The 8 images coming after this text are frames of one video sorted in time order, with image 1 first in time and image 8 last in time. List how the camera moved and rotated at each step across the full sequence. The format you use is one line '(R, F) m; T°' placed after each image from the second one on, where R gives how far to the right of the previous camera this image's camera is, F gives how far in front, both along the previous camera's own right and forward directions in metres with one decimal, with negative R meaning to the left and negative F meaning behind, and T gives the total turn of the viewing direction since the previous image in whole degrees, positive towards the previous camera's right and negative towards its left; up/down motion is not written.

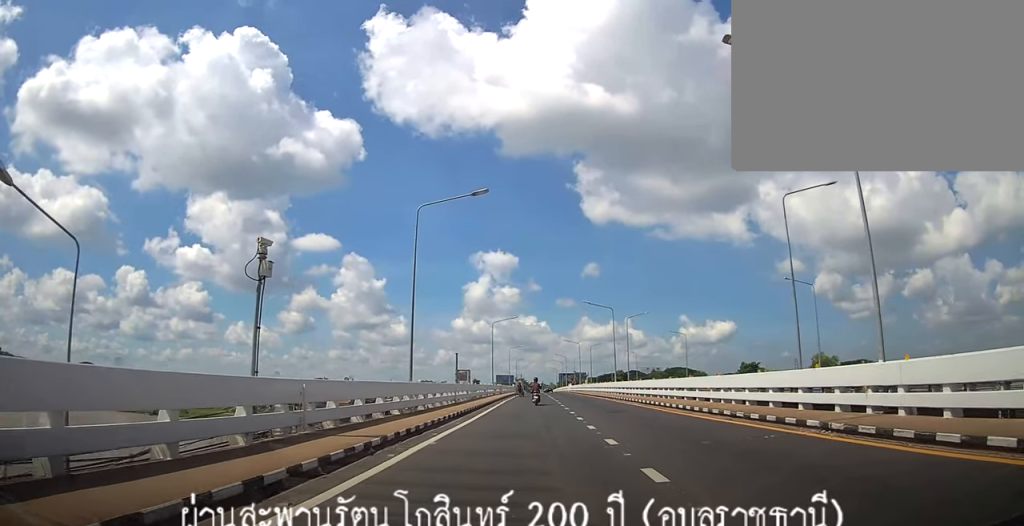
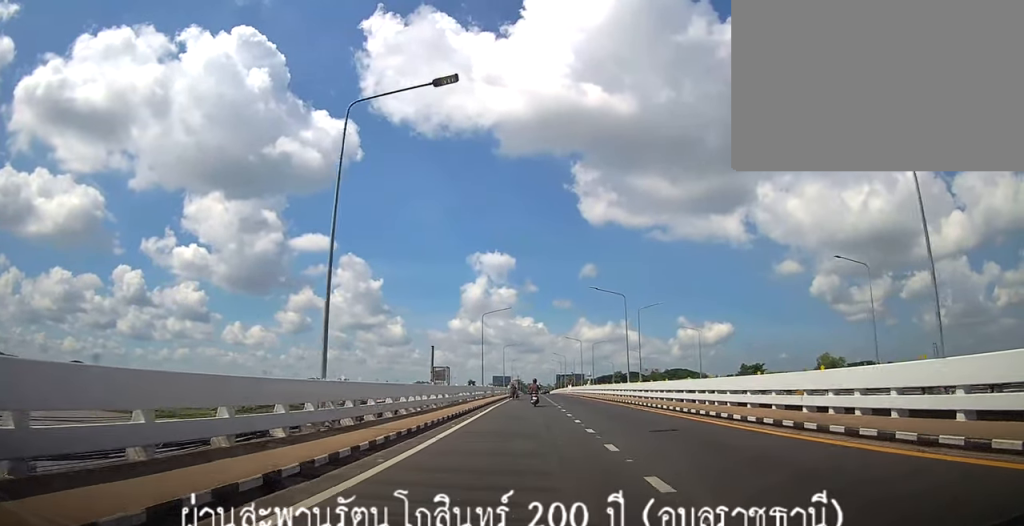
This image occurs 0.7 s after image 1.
(0.0, +8.5) m; 0°
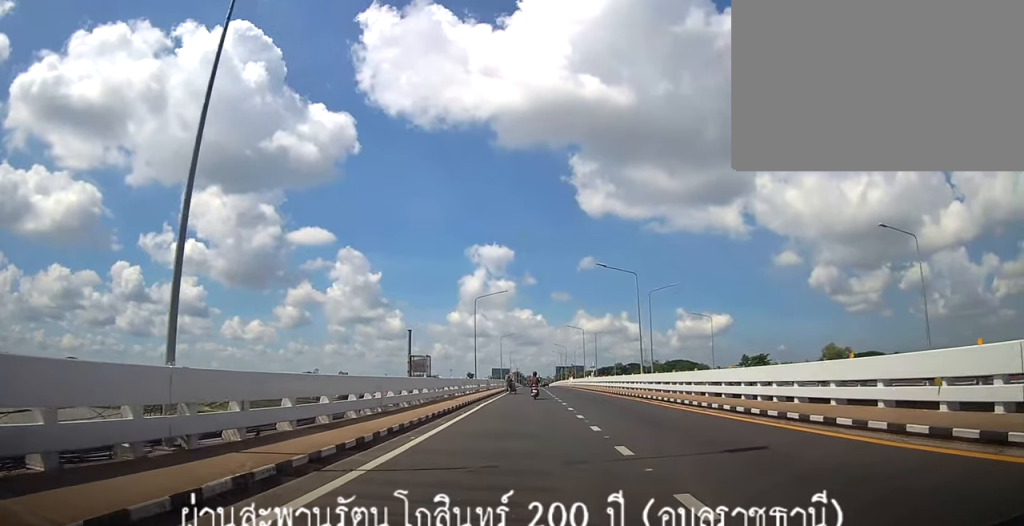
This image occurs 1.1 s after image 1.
(0.0, +5.6) m; +1°
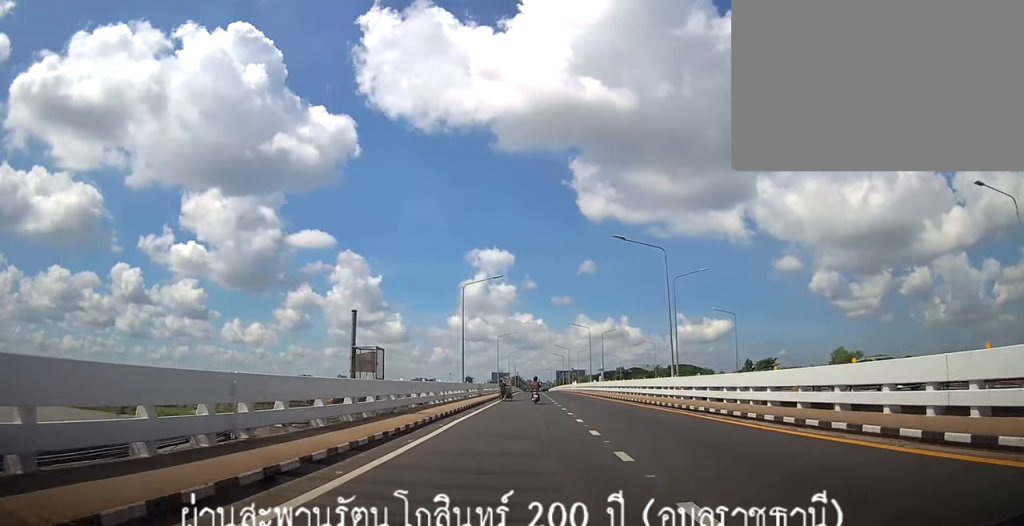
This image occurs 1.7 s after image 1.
(-0.2, +8.2) m; +2°
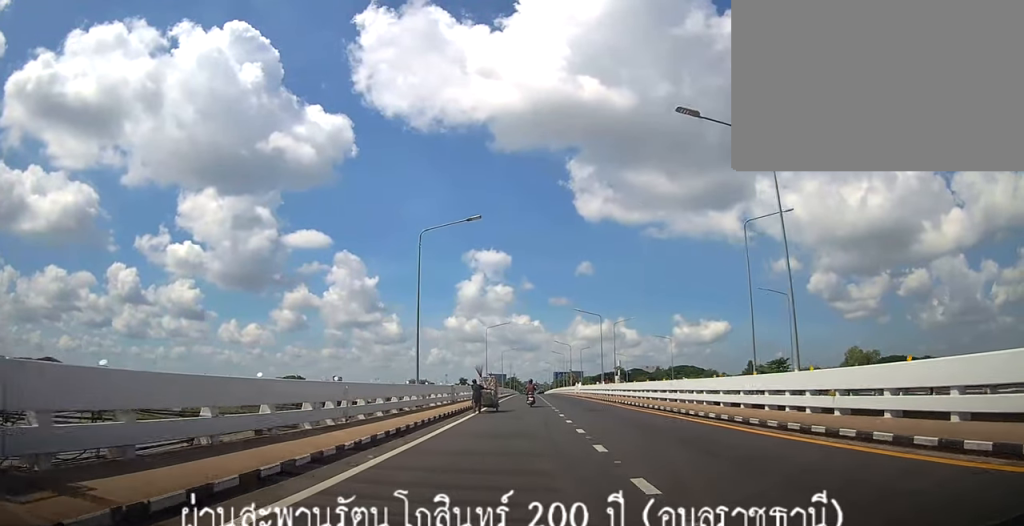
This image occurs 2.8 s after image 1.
(+0.8, +14.1) m; 0°
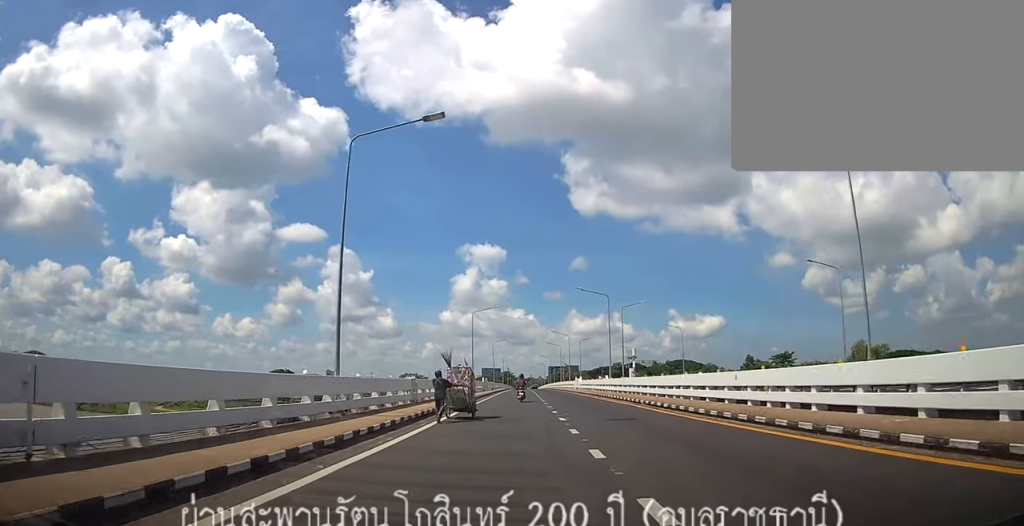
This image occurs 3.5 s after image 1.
(-0.6, +9.6) m; 0°
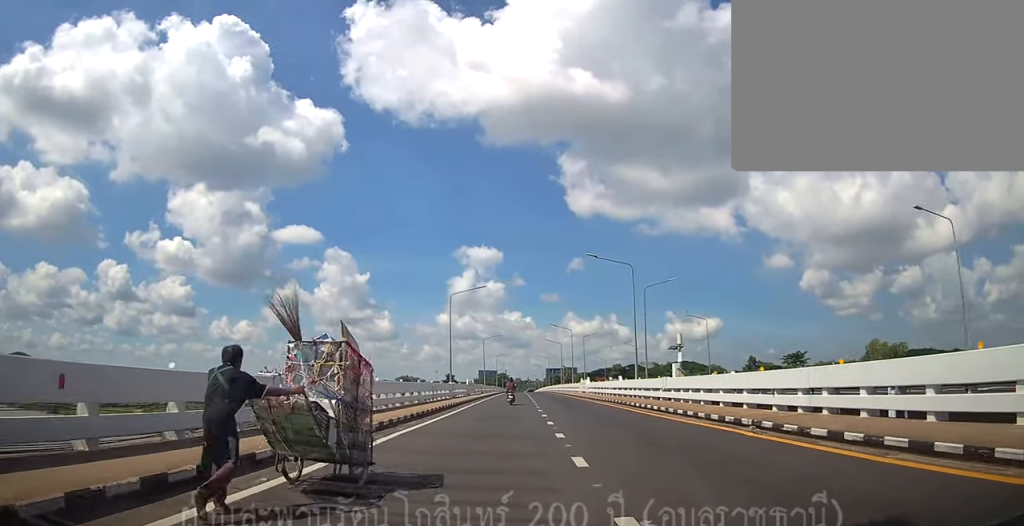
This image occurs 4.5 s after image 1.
(+0.4, +12.9) m; 0°
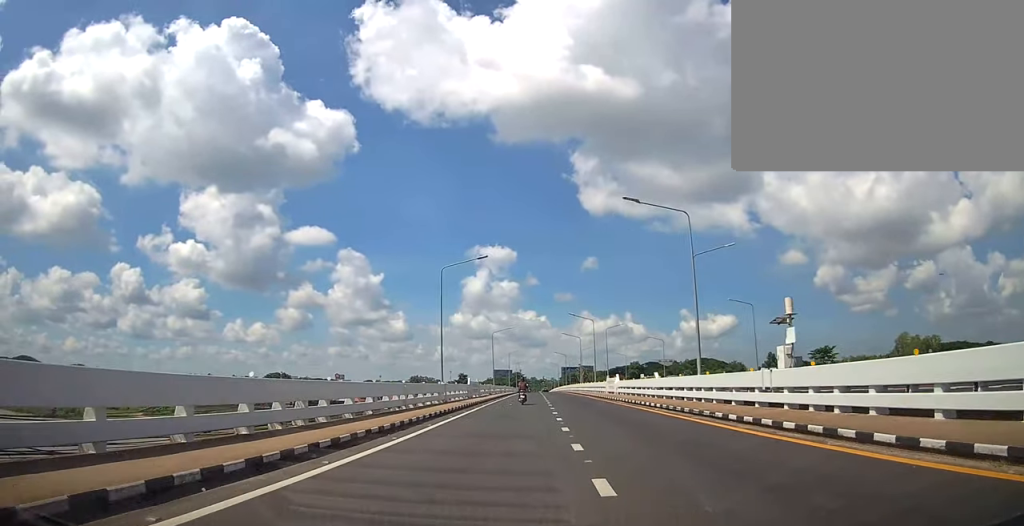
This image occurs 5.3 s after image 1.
(-0.1, +10.3) m; 0°
